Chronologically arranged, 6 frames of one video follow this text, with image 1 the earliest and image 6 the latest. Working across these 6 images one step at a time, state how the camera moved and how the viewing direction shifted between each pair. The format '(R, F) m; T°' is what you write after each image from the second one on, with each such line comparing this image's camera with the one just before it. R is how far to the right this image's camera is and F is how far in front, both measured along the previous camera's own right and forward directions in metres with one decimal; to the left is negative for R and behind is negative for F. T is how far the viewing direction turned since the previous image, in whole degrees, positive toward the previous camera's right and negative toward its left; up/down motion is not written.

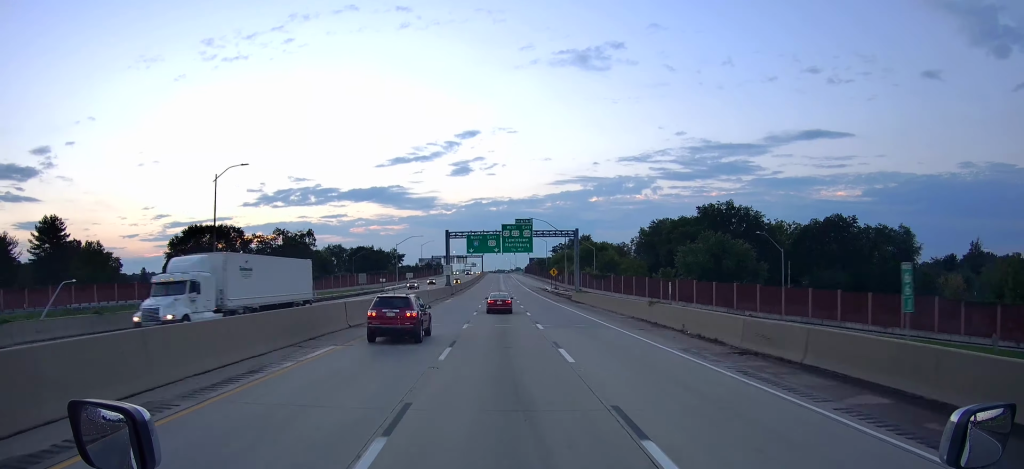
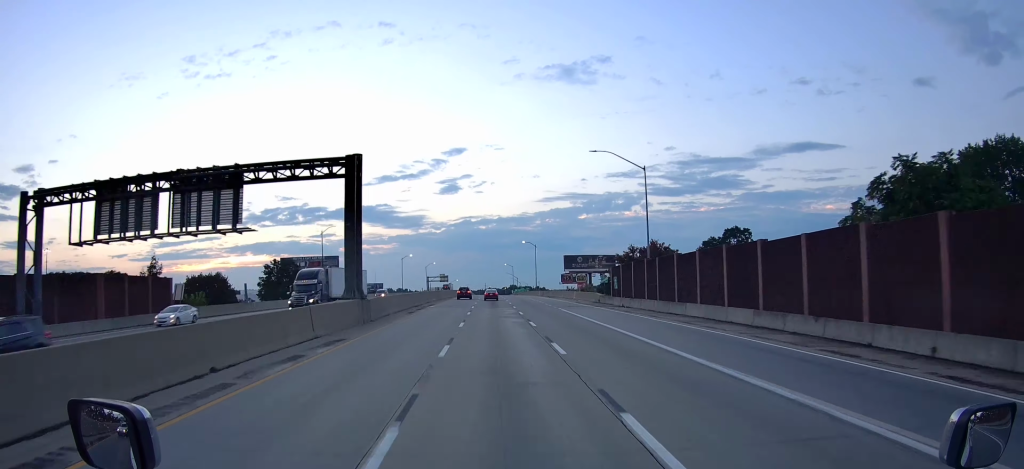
(-0.7, +269.9) m; 0°
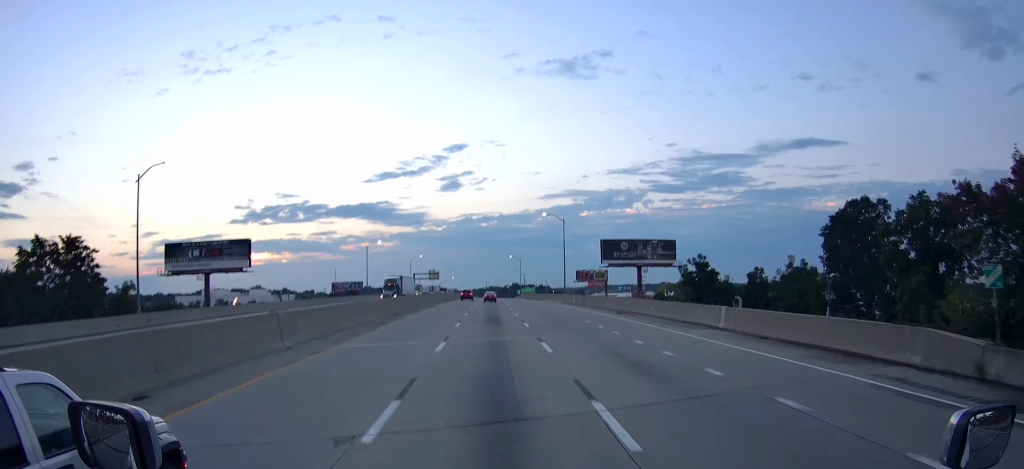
(+0.3, +68.1) m; 0°
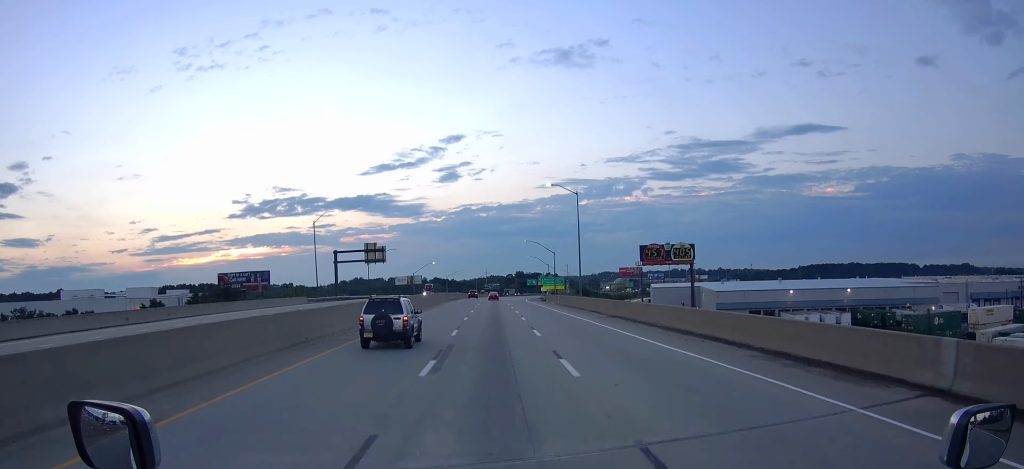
(-0.2, +138.4) m; 0°
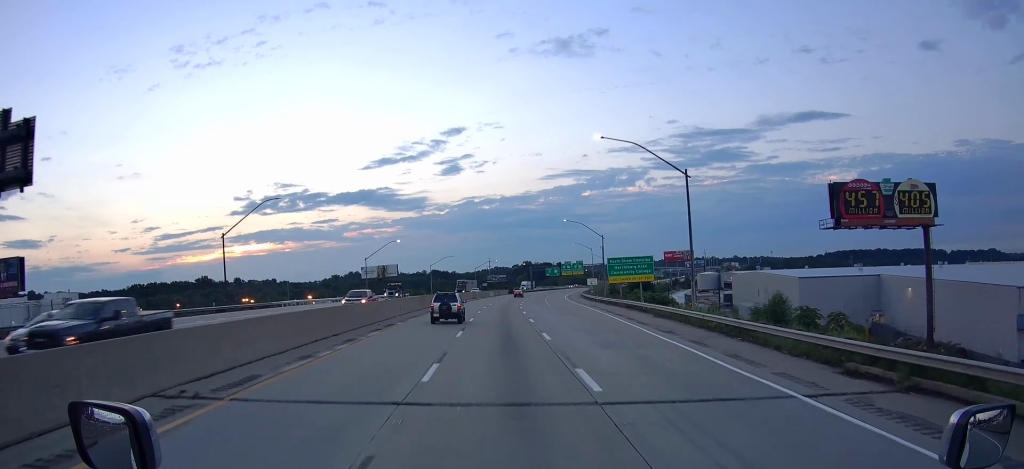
(0.0, +99.9) m; +1°
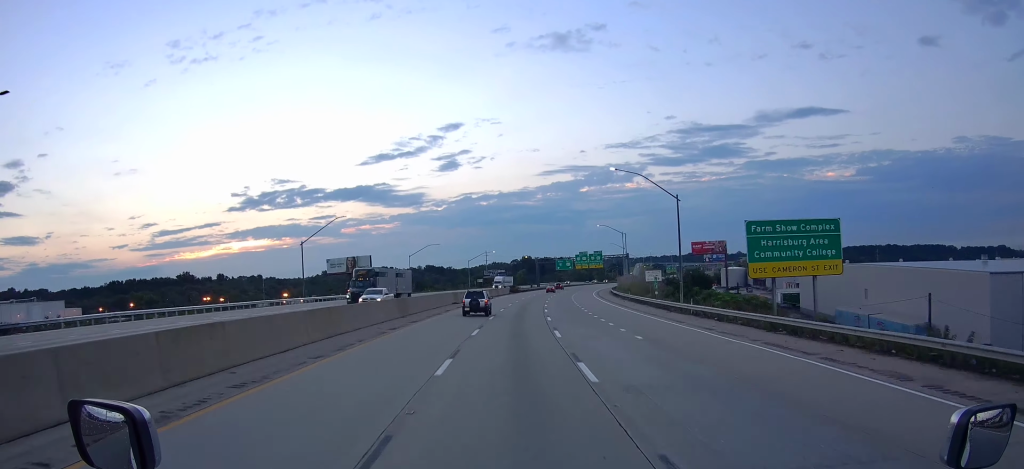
(-0.2, +48.0) m; +1°
